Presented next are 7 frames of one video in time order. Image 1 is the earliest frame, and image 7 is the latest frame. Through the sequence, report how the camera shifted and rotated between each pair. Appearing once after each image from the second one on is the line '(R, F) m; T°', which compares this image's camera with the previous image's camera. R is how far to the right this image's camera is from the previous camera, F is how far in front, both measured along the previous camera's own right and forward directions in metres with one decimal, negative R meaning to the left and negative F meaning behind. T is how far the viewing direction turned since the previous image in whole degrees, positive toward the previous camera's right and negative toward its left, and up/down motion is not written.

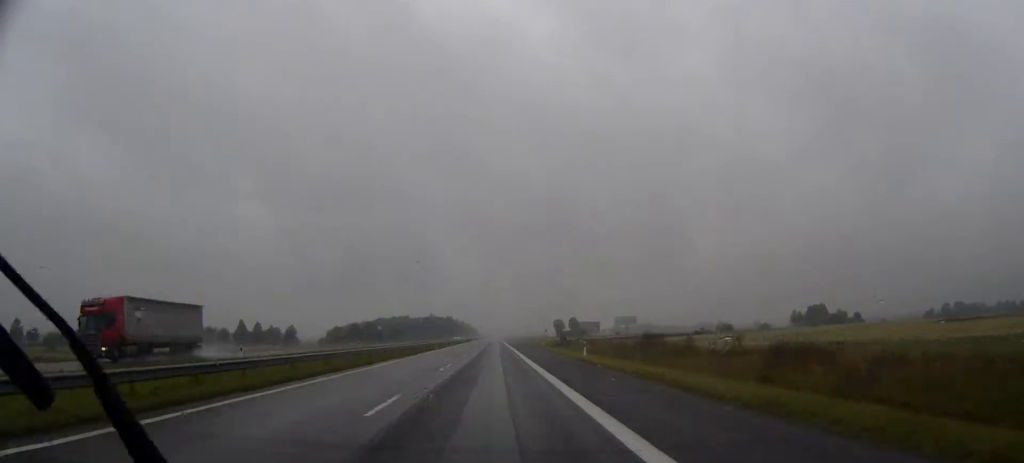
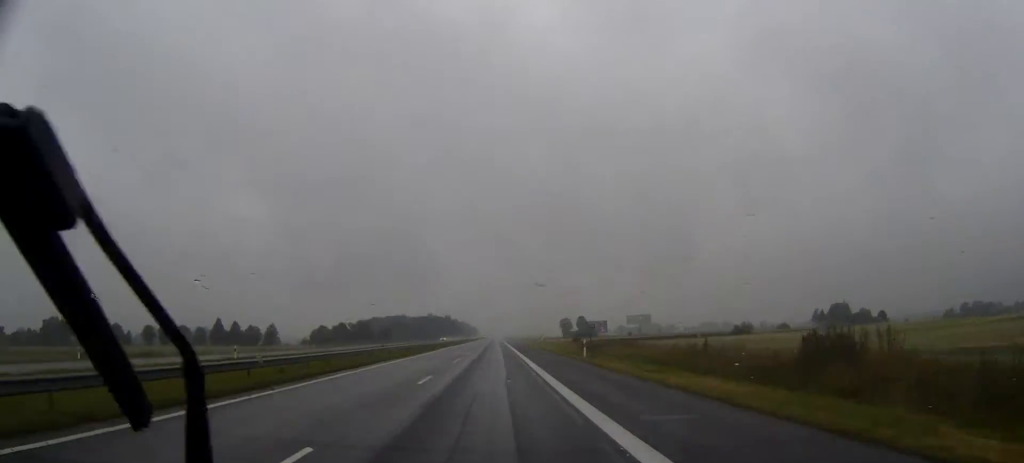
(0.0, +39.4) m; 0°
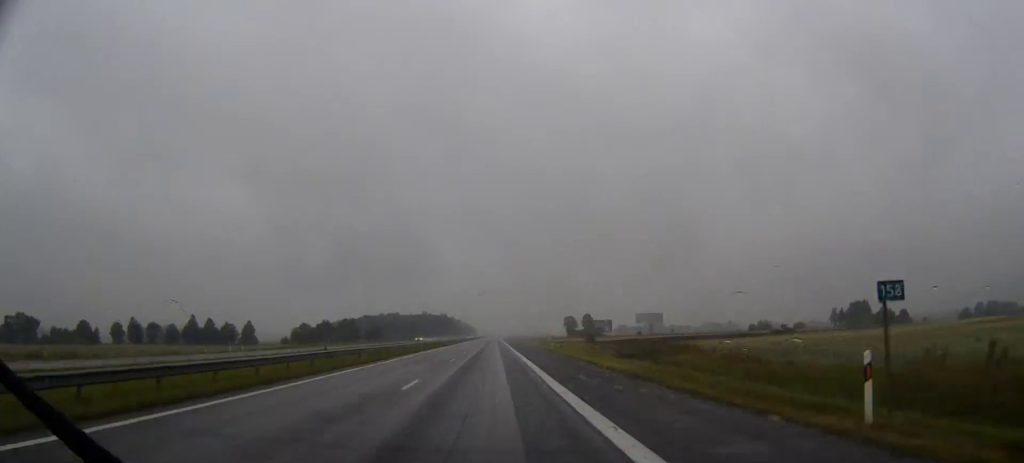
(0.0, +34.7) m; 0°
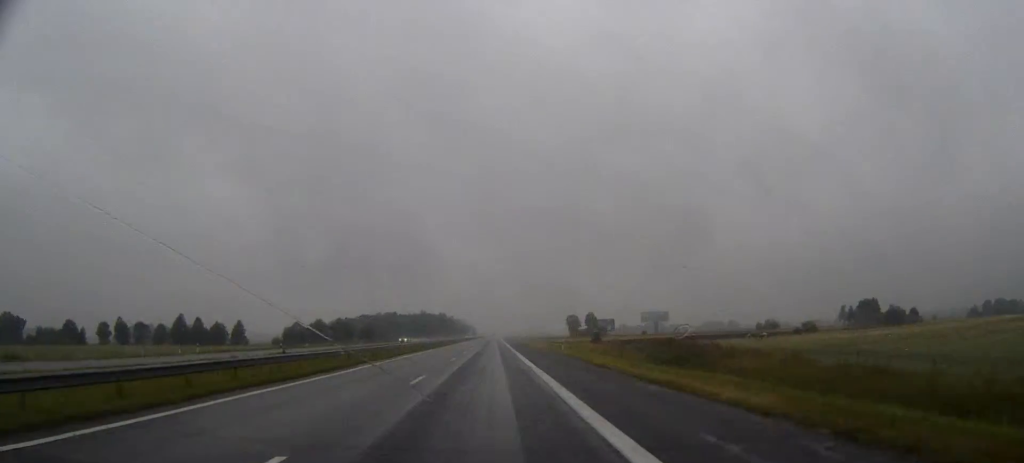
(0.0, +14.0) m; 0°
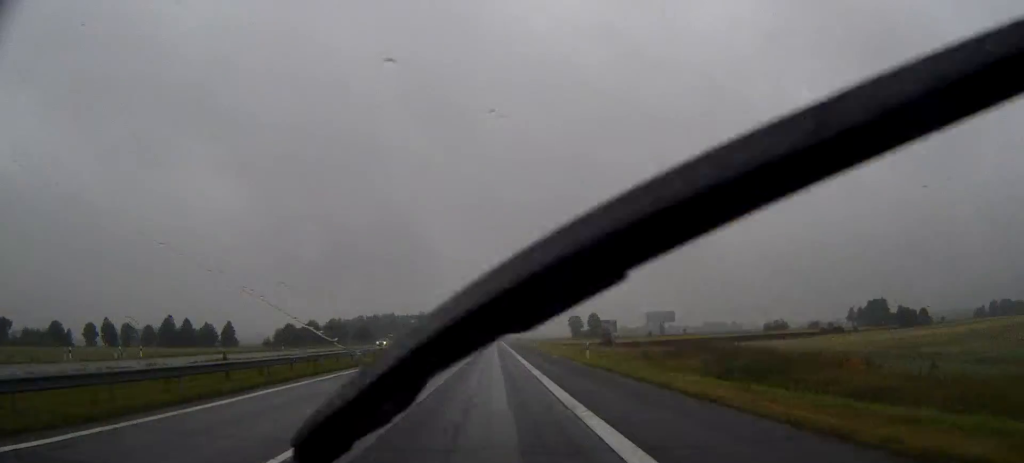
(0.0, +13.1) m; 0°
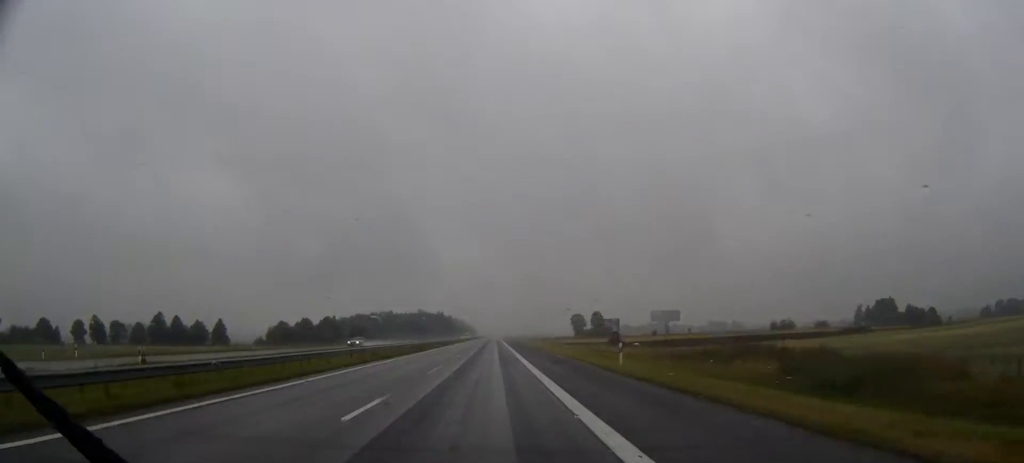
(0.0, +11.3) m; 0°
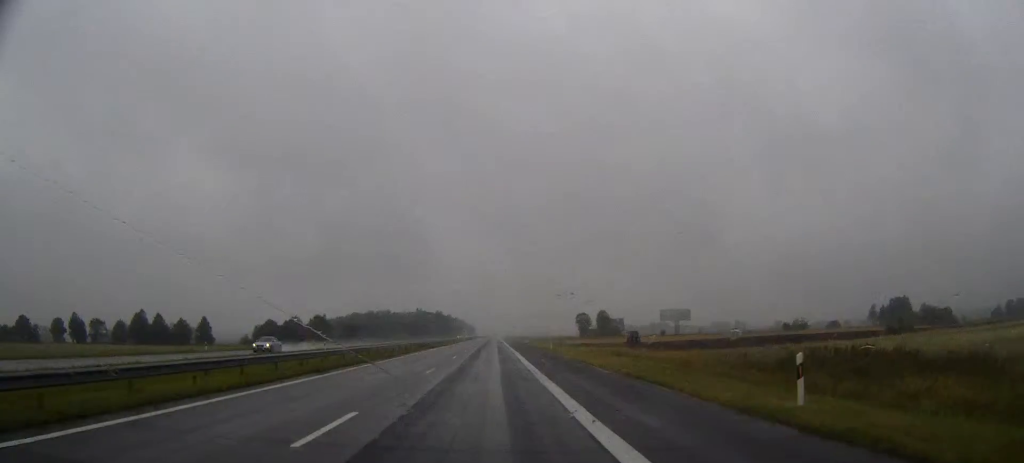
(0.0, +18.7) m; 0°
